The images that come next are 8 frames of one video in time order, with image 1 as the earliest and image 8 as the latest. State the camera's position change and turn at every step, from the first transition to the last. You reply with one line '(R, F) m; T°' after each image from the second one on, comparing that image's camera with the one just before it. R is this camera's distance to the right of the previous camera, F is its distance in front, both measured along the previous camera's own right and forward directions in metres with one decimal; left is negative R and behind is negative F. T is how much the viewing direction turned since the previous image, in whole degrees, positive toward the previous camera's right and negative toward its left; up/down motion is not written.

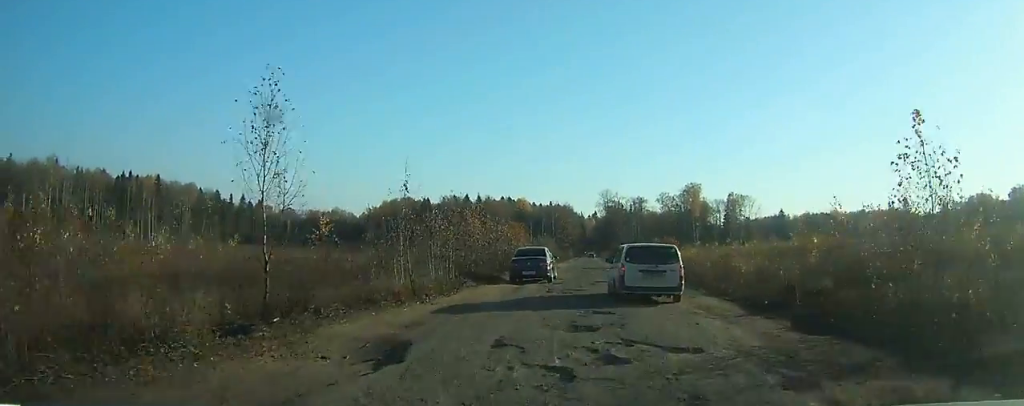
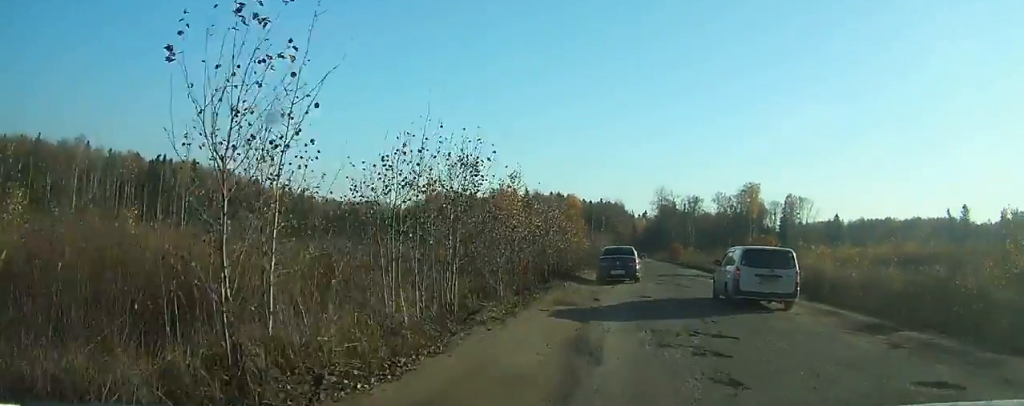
(-0.2, +11.9) m; +4°
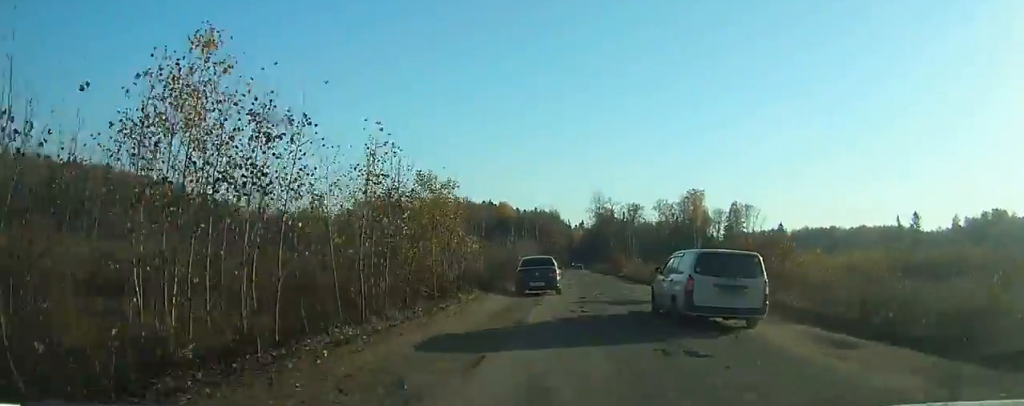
(+1.2, +13.1) m; +4°
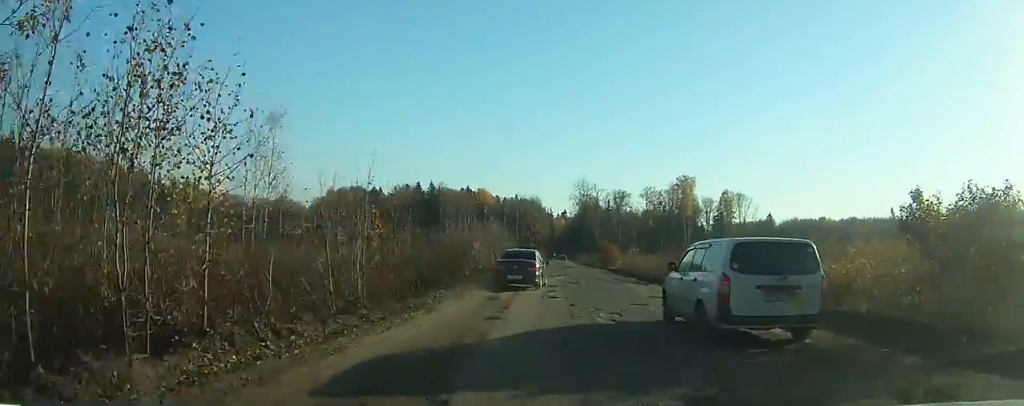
(-0.2, +11.1) m; -1°
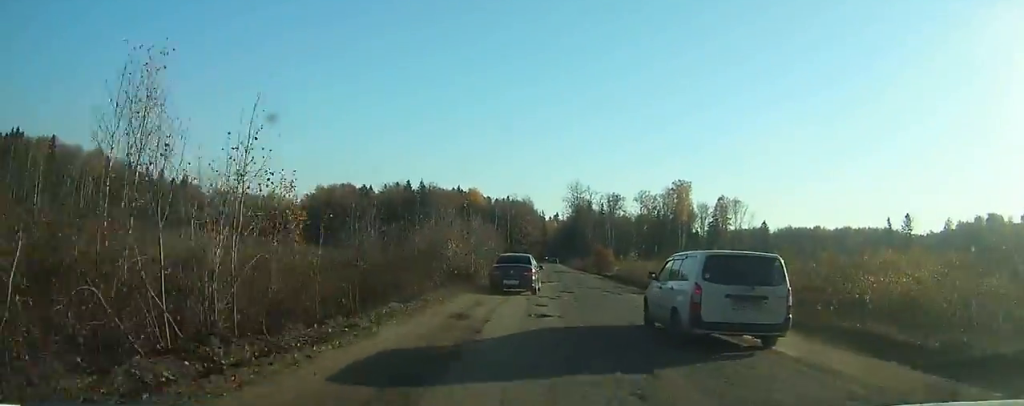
(0.0, +4.4) m; 0°
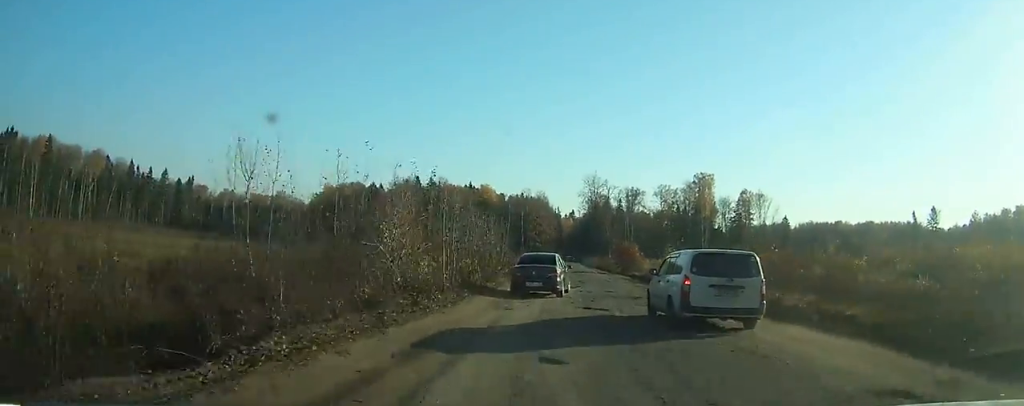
(0.0, +8.8) m; 0°
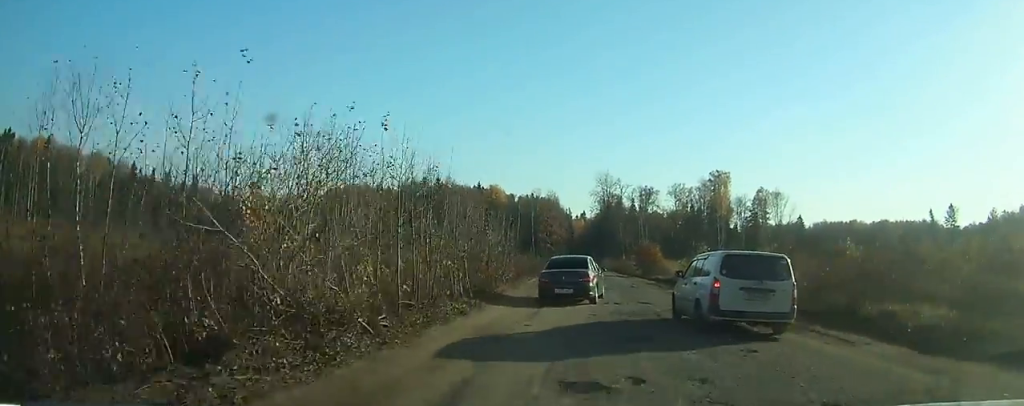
(-0.1, +5.0) m; +1°
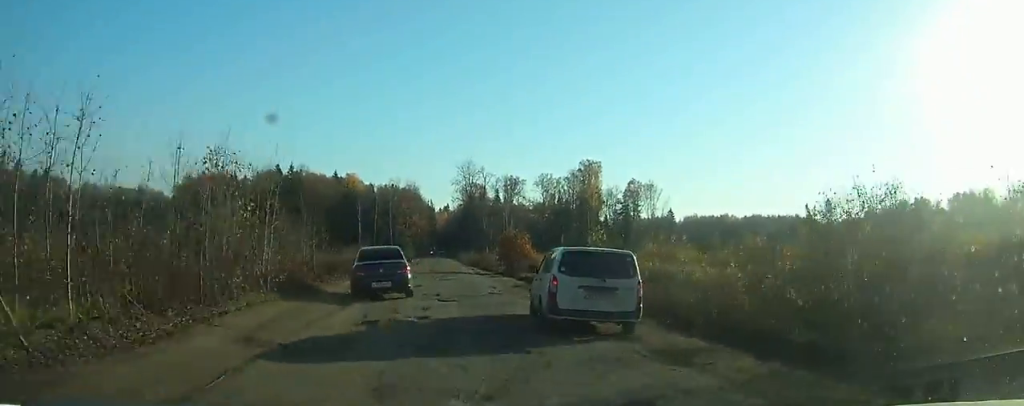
(+0.7, +10.3) m; +6°
